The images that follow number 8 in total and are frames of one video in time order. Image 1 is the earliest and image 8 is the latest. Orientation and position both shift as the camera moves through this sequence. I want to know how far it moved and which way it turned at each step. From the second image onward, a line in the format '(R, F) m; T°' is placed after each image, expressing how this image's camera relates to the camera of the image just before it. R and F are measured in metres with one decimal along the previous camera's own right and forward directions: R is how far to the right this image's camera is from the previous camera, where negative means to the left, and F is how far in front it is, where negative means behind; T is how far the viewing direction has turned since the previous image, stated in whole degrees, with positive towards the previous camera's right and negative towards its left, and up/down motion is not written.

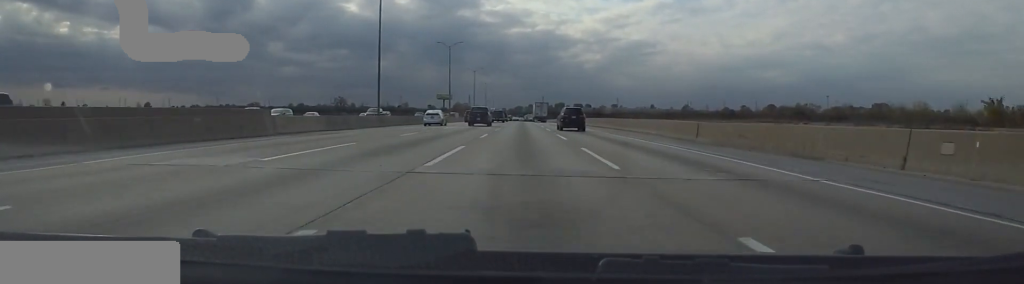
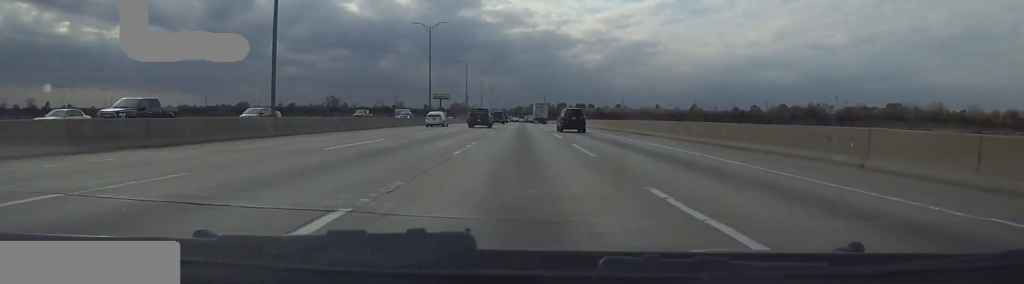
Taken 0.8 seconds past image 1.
(0.0, +25.4) m; 0°
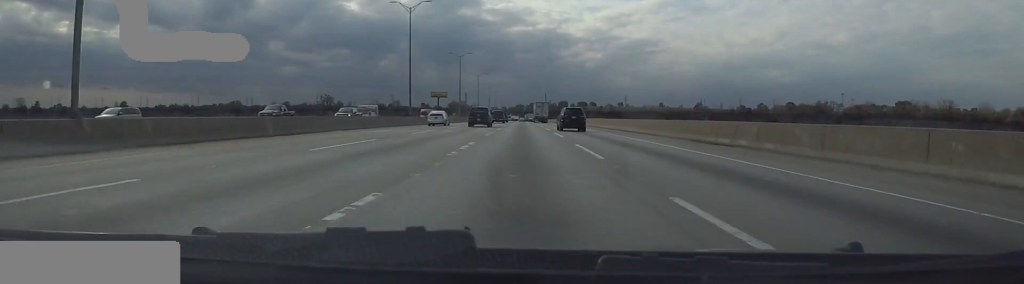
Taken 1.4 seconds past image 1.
(0.0, +16.3) m; 0°
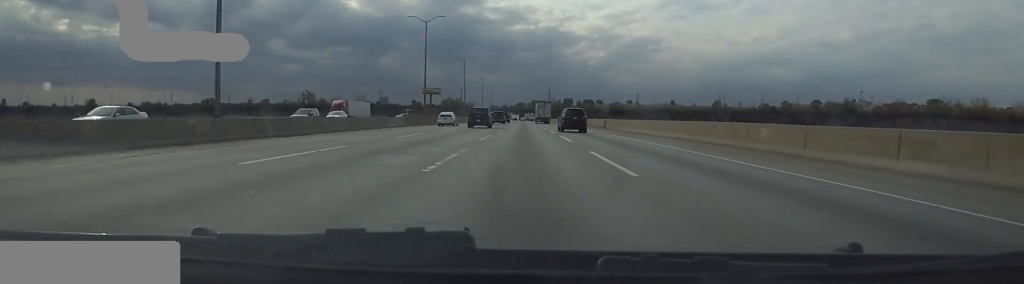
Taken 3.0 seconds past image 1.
(0.0, +48.8) m; 0°
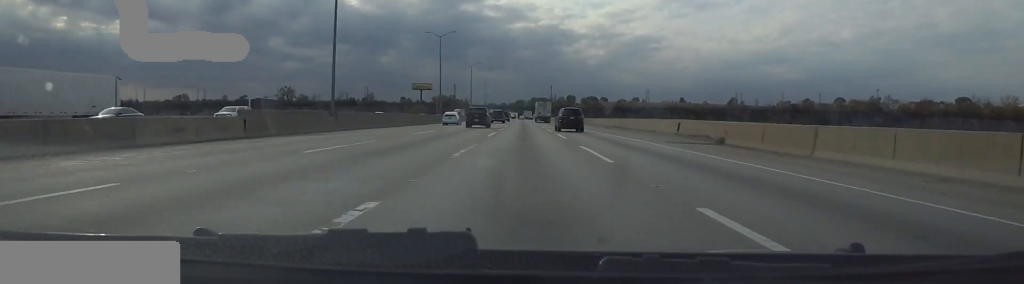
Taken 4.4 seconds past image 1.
(0.0, +41.6) m; 0°
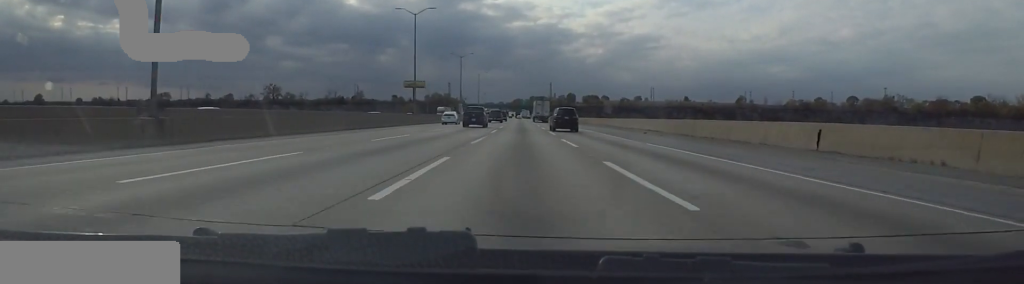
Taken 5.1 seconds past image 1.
(0.0, +22.6) m; 0°
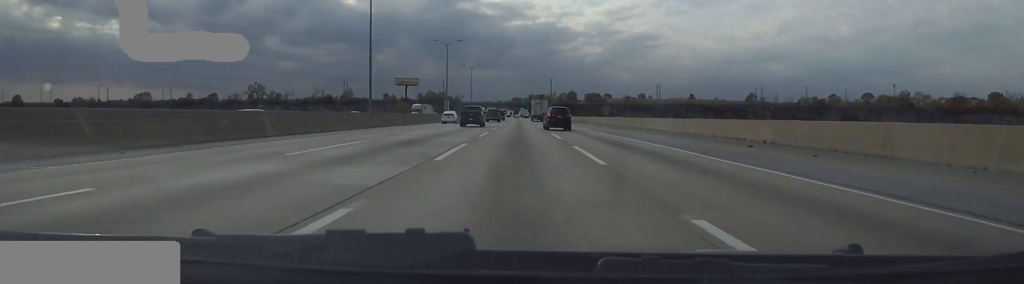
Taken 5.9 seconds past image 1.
(0.0, +23.1) m; 0°
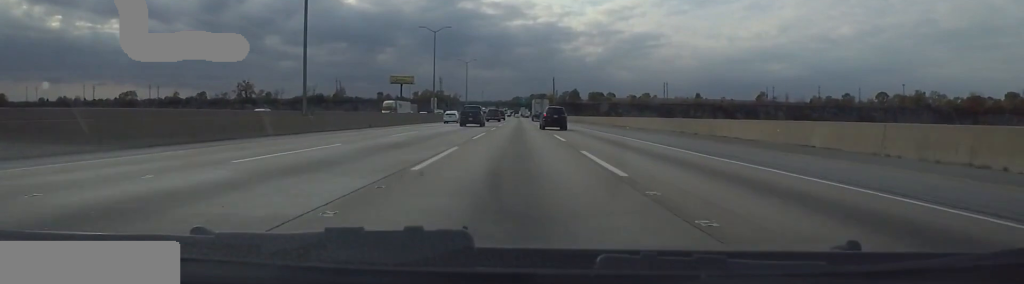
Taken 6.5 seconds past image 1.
(0.0, +18.2) m; 0°
